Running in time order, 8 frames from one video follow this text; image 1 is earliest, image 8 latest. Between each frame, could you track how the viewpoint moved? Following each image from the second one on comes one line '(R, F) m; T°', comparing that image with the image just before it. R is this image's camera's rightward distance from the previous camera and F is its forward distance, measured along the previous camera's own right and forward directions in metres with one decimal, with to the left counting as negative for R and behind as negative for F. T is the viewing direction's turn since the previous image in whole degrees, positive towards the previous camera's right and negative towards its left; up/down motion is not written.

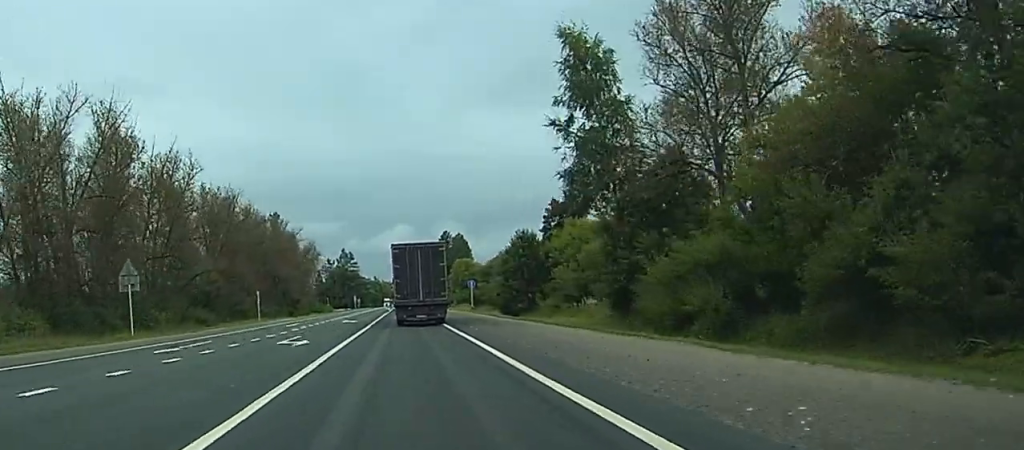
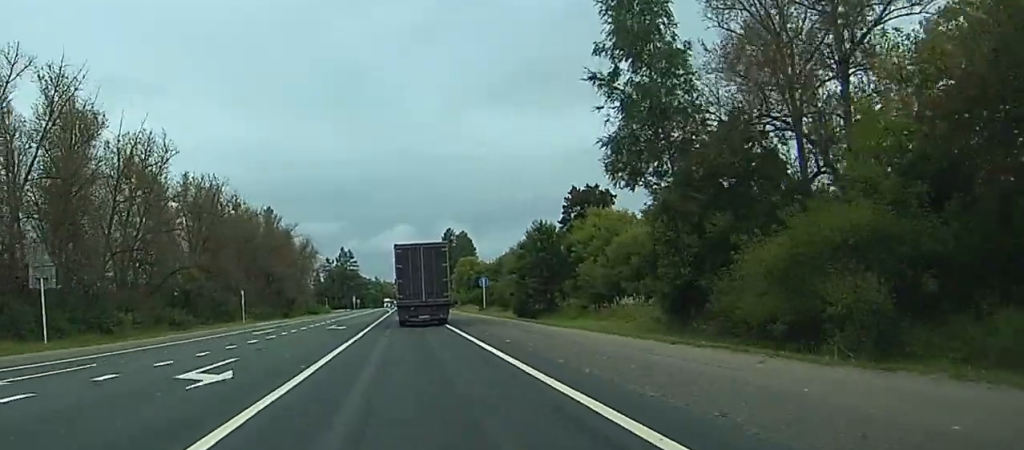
(+0.1, +12.7) m; 0°
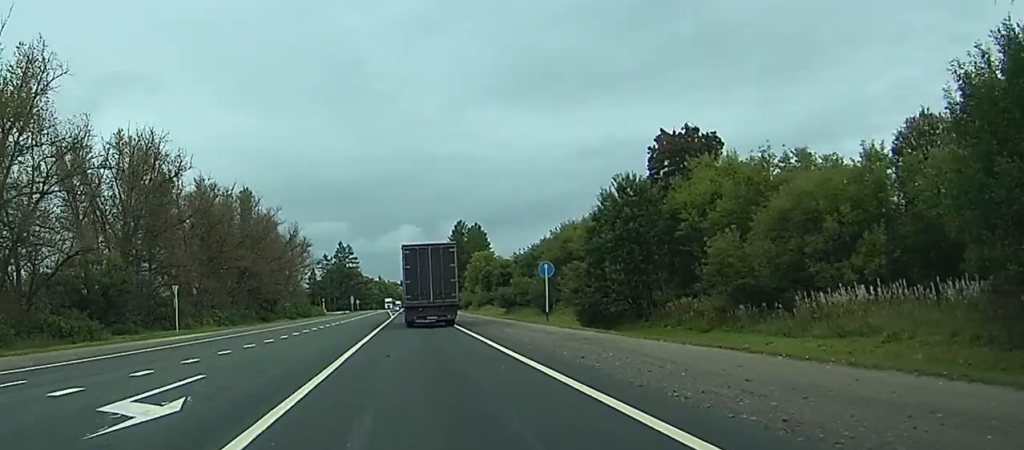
(-0.3, +34.3) m; -1°
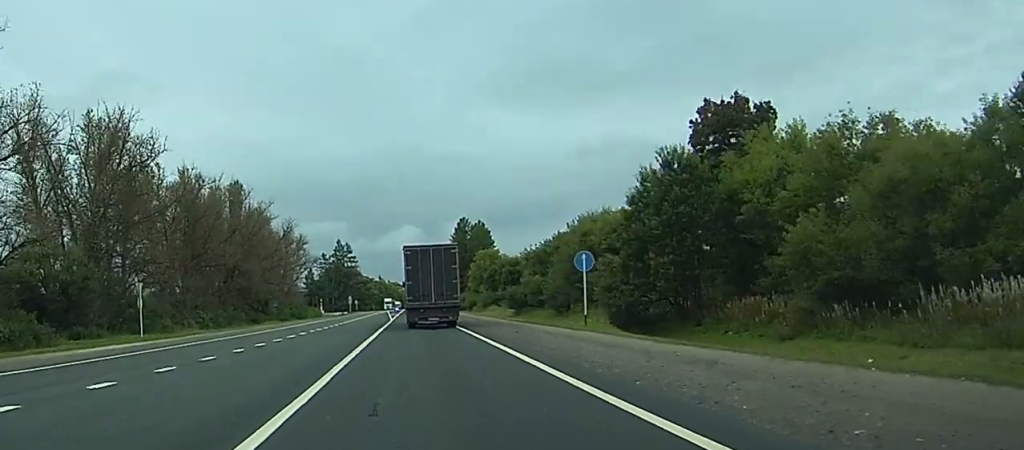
(0.0, +10.4) m; 0°
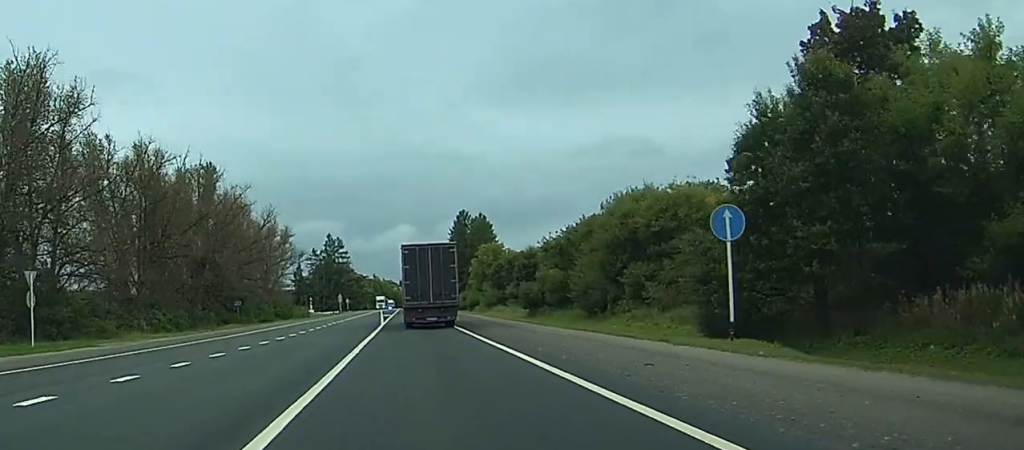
(-0.1, +18.5) m; 0°
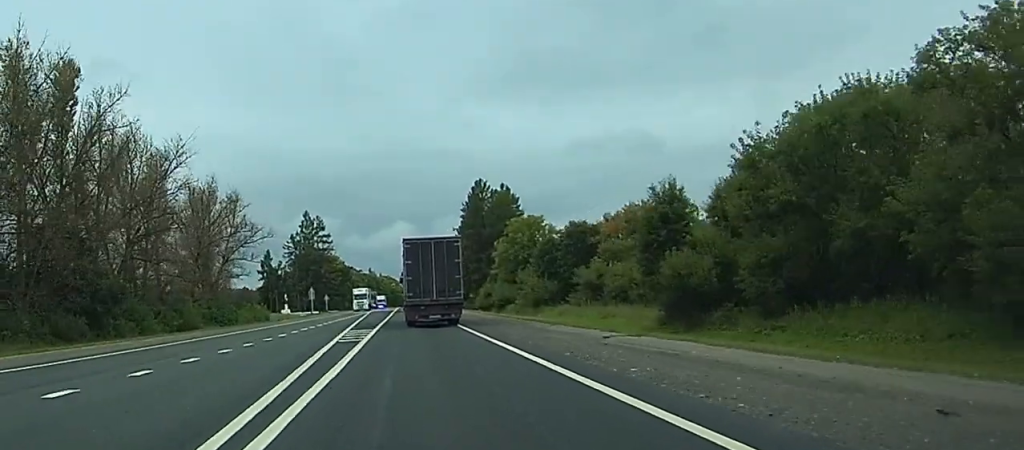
(+0.4, +58.4) m; +1°
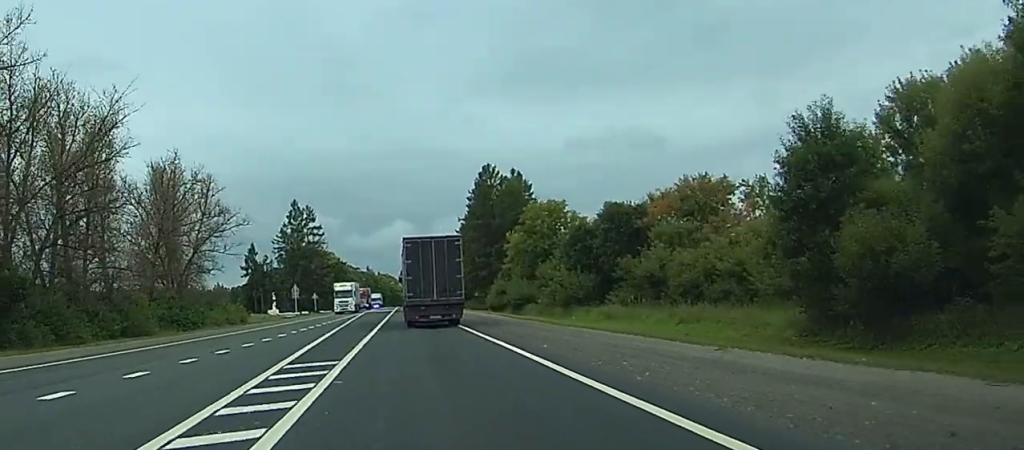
(0.0, +20.3) m; 0°
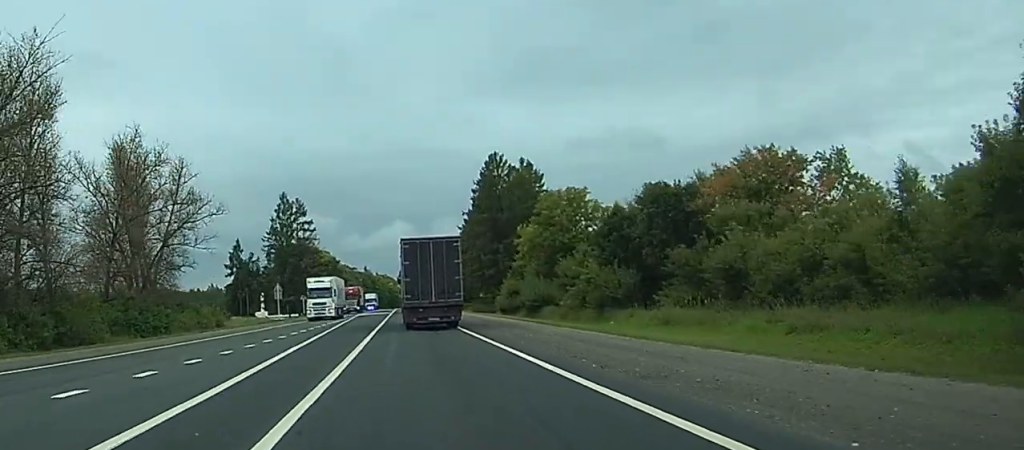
(0.0, +15.4) m; 0°
